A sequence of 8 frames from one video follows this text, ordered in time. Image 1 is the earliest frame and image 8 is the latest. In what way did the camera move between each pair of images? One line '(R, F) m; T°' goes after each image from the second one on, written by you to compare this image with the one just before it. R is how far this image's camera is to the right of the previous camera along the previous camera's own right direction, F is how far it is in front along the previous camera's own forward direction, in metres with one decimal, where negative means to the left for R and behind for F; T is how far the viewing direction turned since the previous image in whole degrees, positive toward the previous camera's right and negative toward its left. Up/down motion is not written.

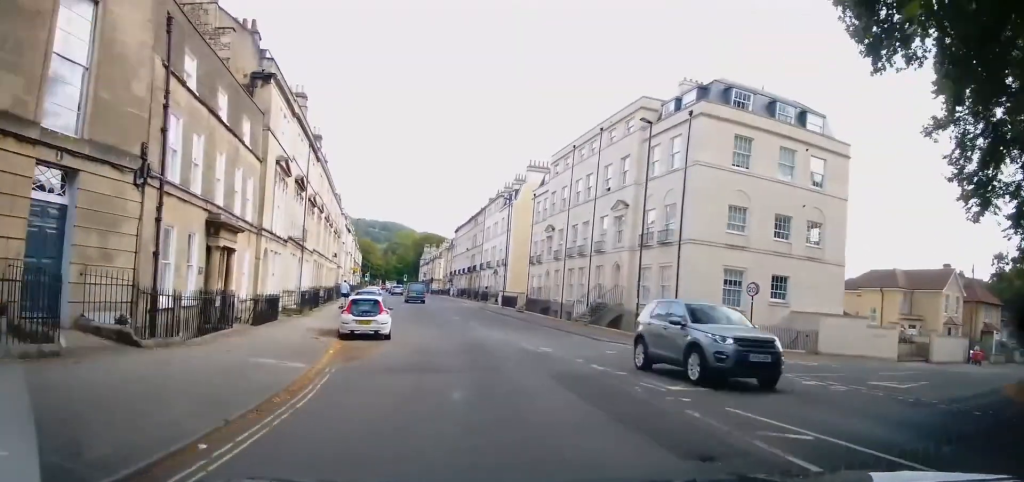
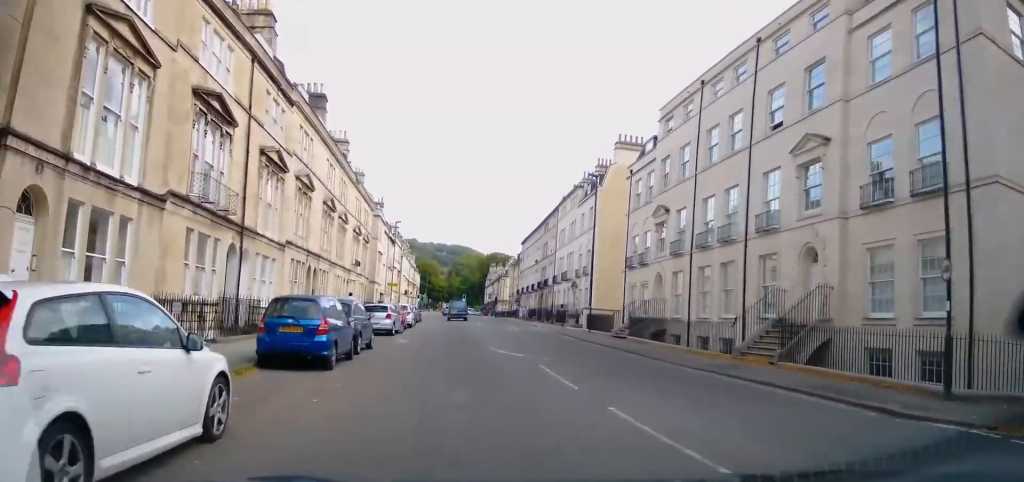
(-0.8, +16.6) m; -7°
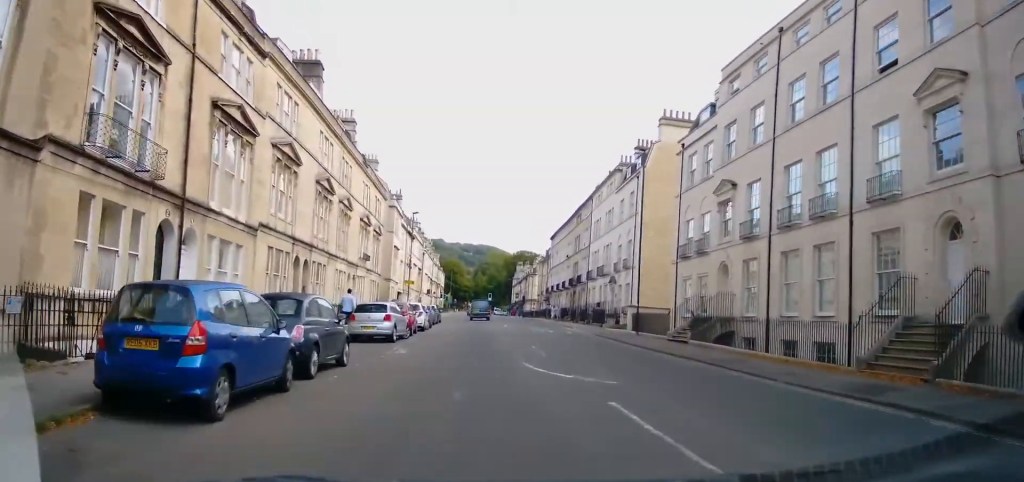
(-0.1, +6.1) m; -1°
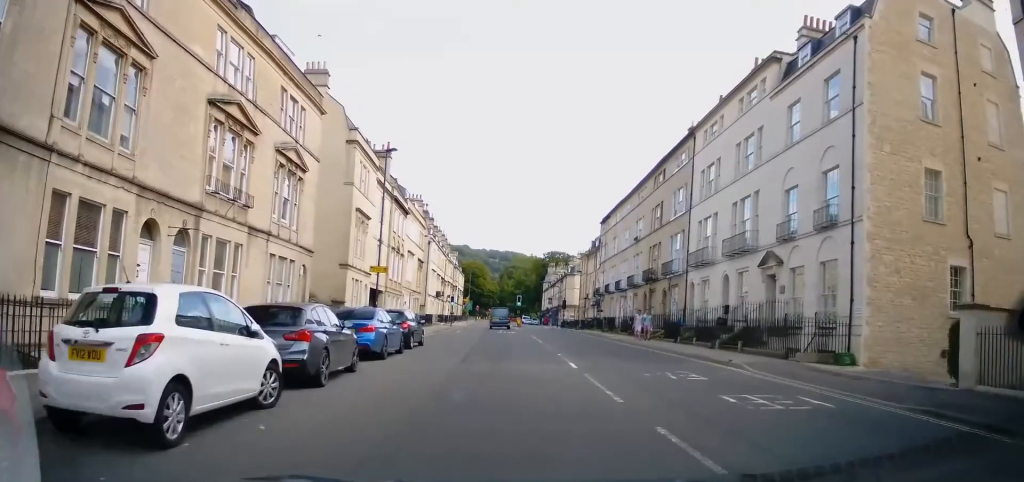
(-0.9, +25.2) m; -4°
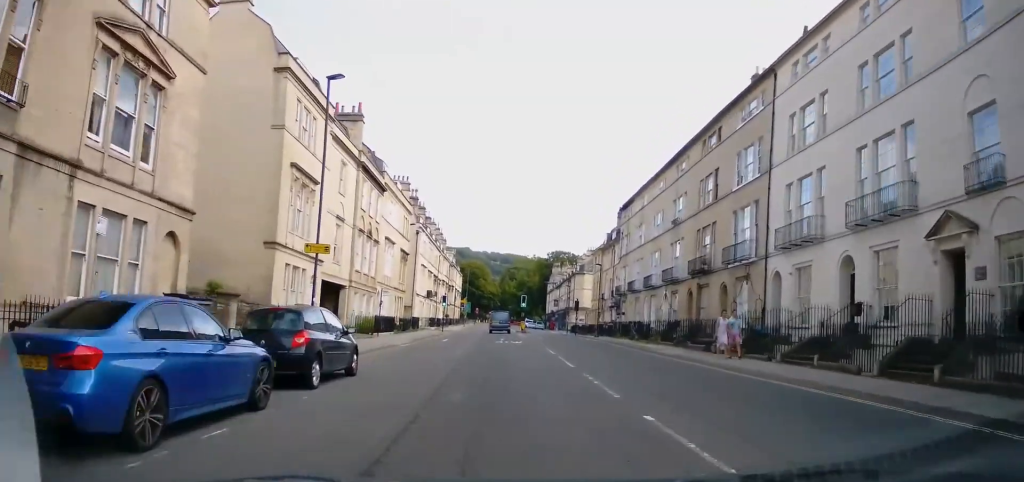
(-0.1, +11.3) m; -1°
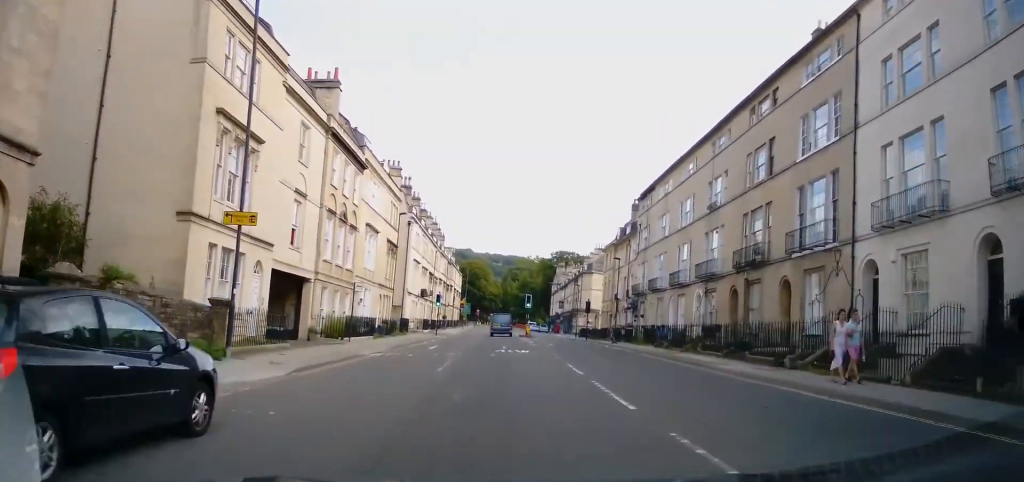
(-0.1, +6.9) m; -1°
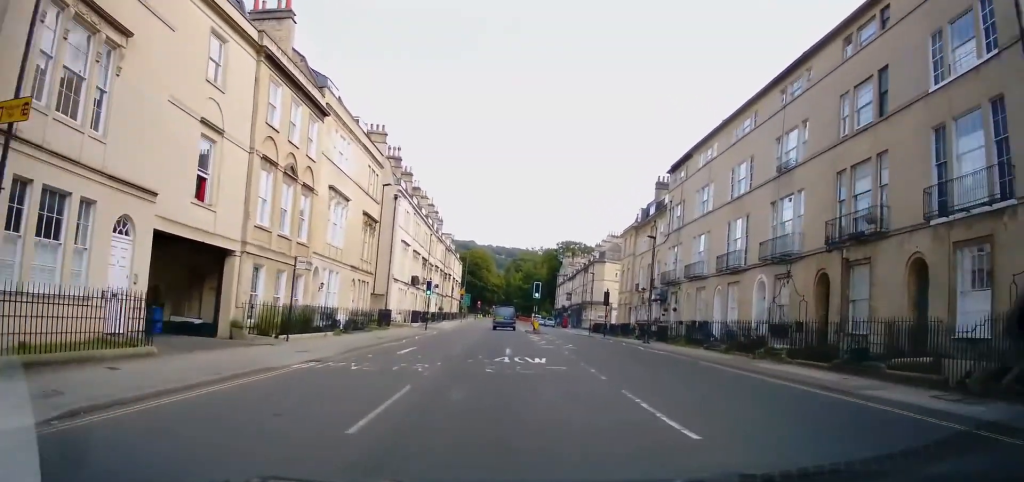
(-0.1, +8.4) m; 0°
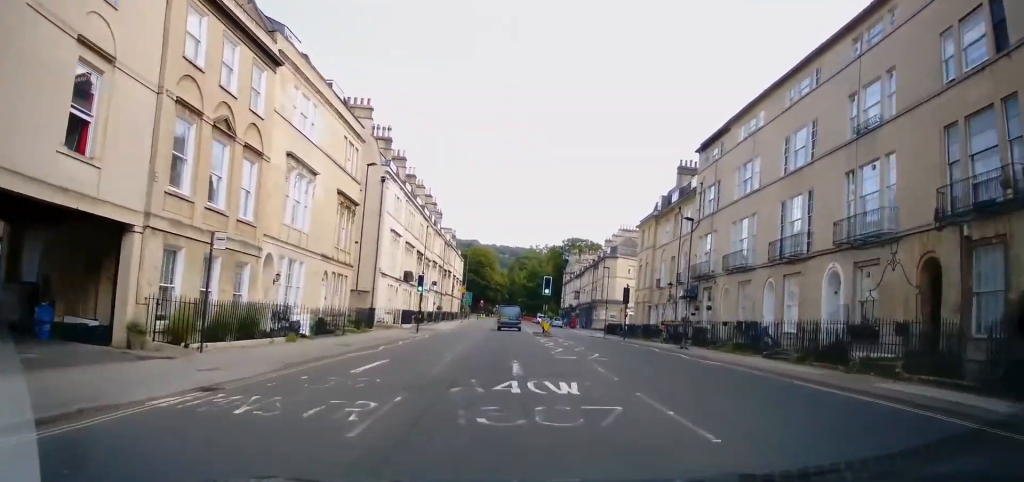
(0.0, +6.6) m; +2°
